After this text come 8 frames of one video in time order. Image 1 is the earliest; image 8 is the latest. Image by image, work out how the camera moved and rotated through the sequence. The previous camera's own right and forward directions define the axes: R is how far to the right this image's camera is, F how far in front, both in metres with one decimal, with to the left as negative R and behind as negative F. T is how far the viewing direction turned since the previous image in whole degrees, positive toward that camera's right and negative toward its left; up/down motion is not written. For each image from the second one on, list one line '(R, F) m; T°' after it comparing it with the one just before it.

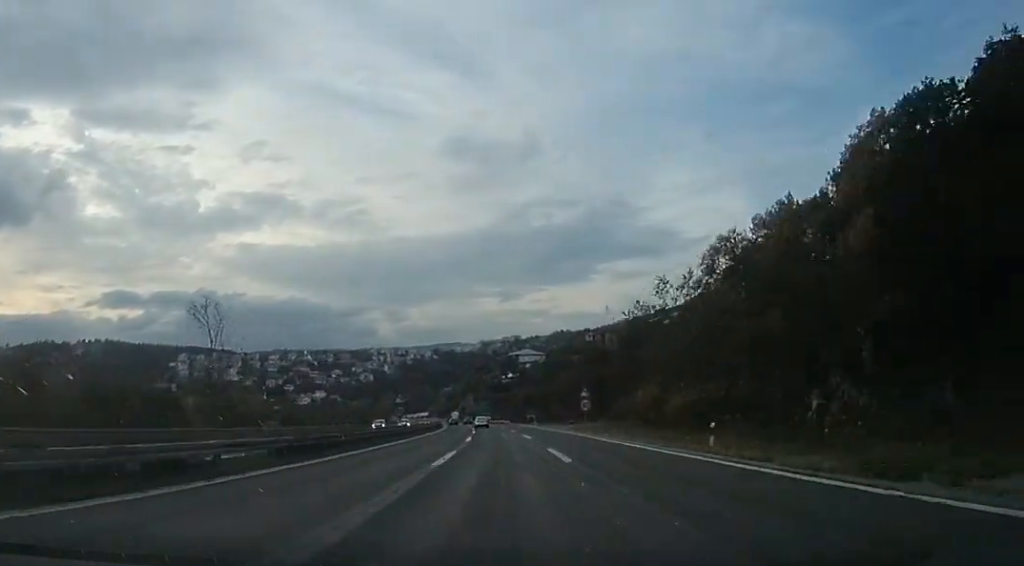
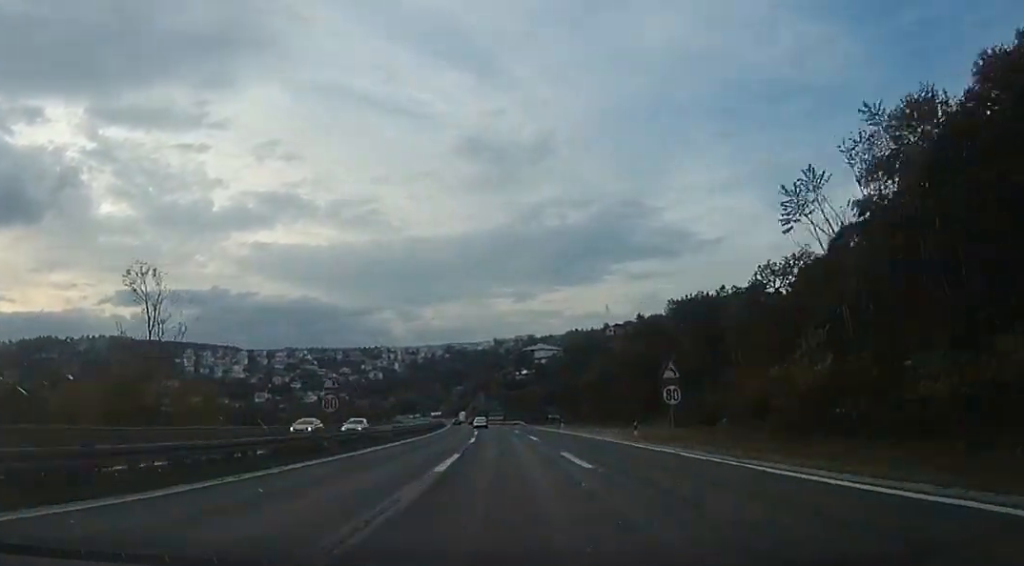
(+0.2, +20.0) m; 0°
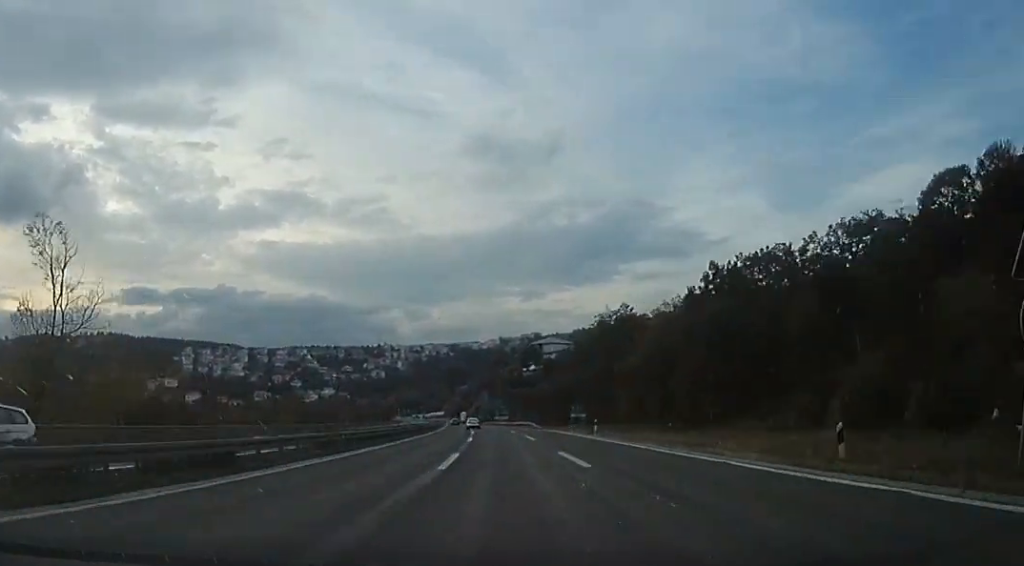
(+0.2, +17.9) m; -1°
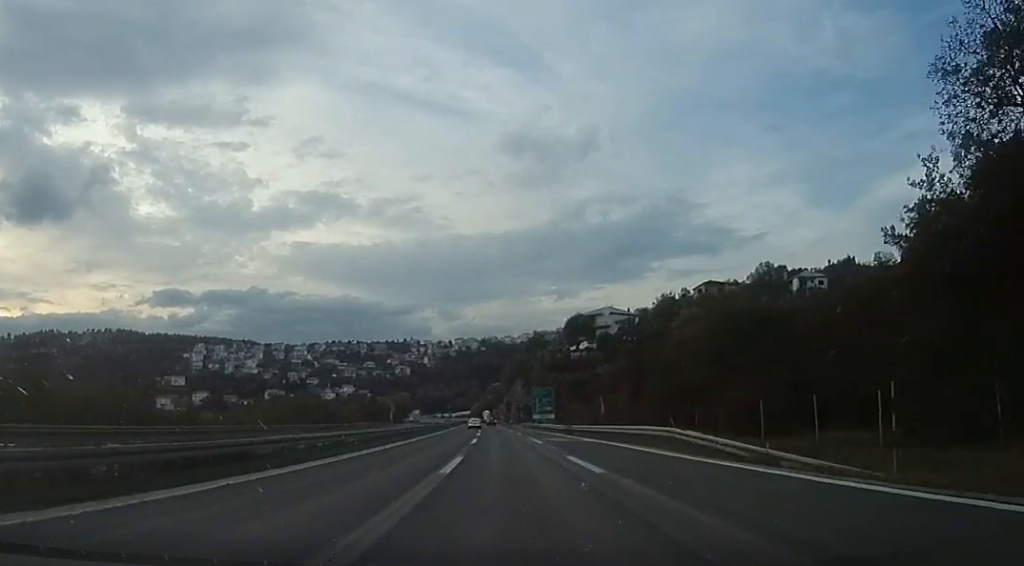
(-3.3, +55.2) m; -5°
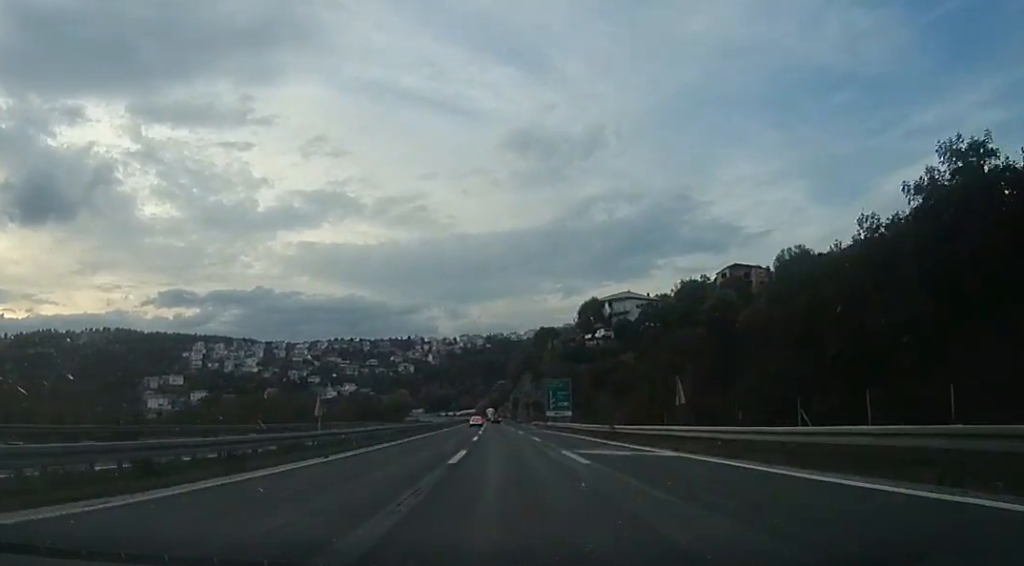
(+0.2, +15.6) m; 0°
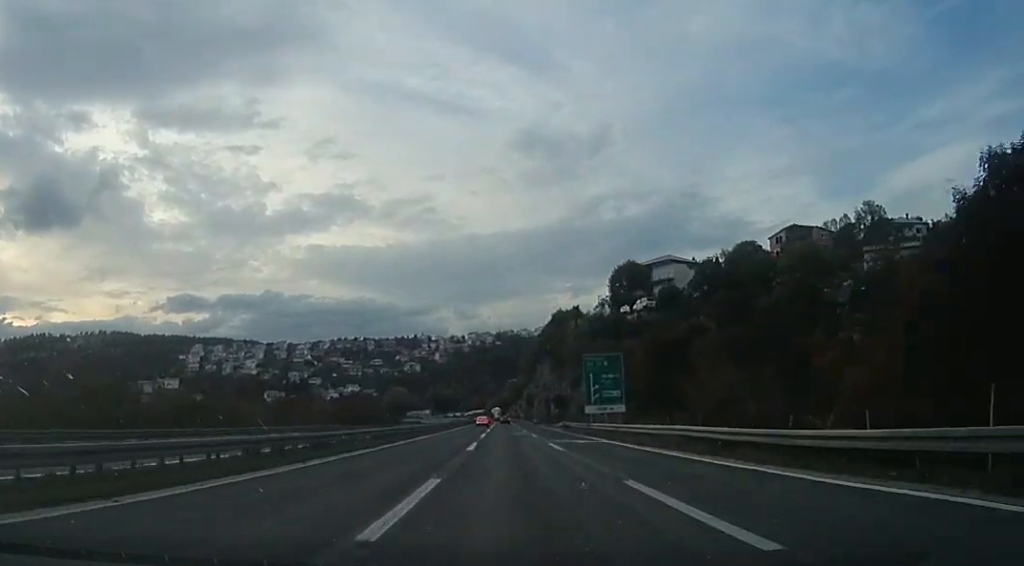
(-0.1, +28.6) m; -1°
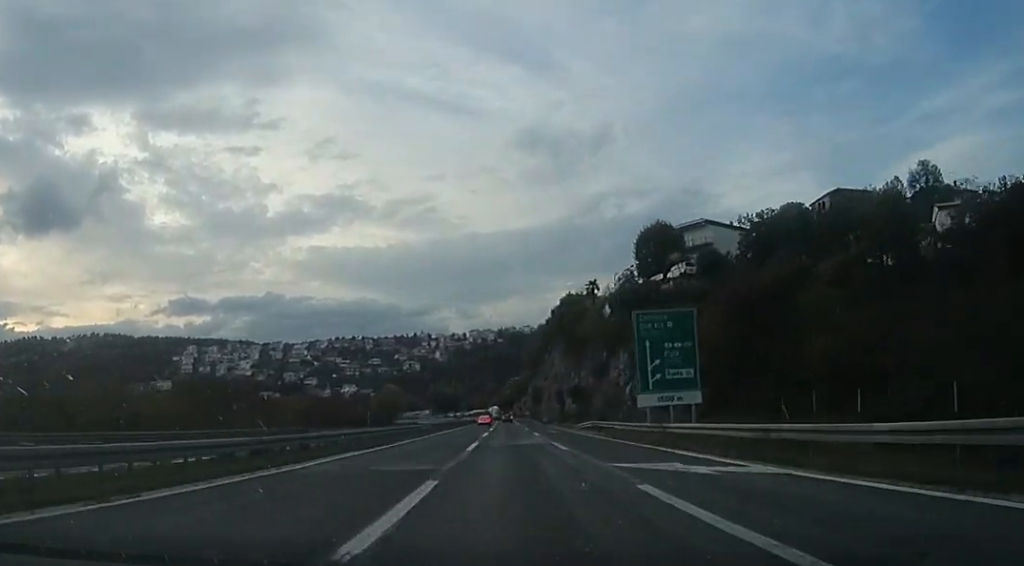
(-0.1, +19.0) m; 0°
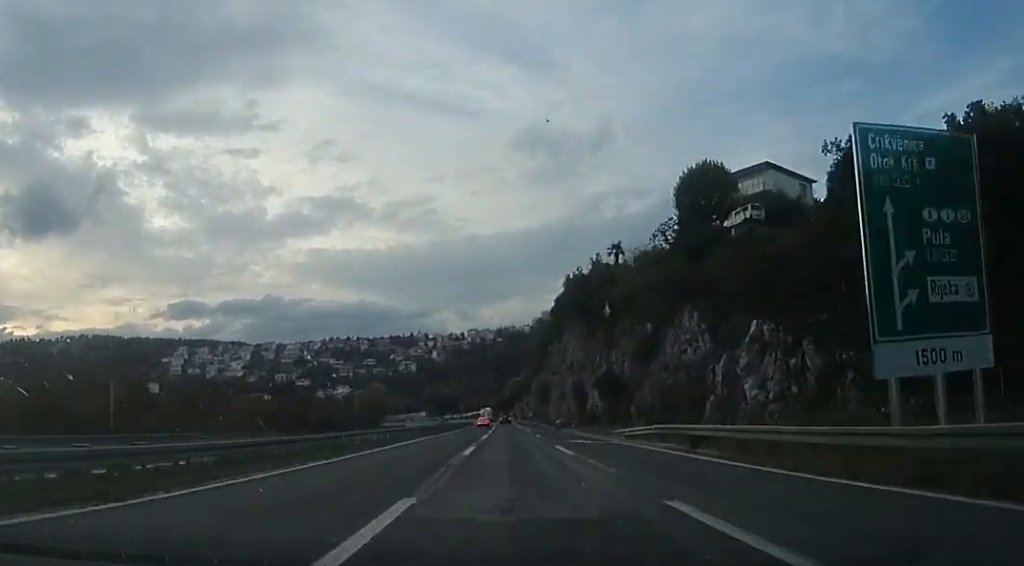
(0.0, +20.4) m; 0°
